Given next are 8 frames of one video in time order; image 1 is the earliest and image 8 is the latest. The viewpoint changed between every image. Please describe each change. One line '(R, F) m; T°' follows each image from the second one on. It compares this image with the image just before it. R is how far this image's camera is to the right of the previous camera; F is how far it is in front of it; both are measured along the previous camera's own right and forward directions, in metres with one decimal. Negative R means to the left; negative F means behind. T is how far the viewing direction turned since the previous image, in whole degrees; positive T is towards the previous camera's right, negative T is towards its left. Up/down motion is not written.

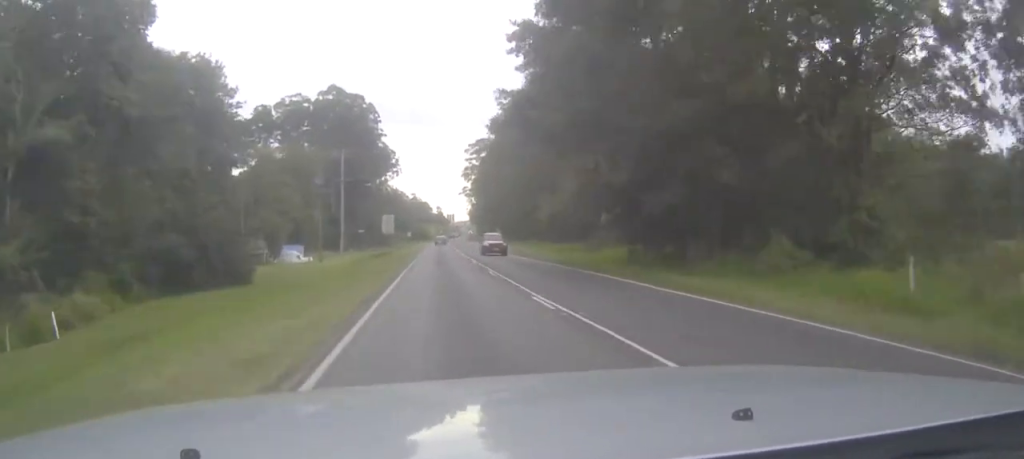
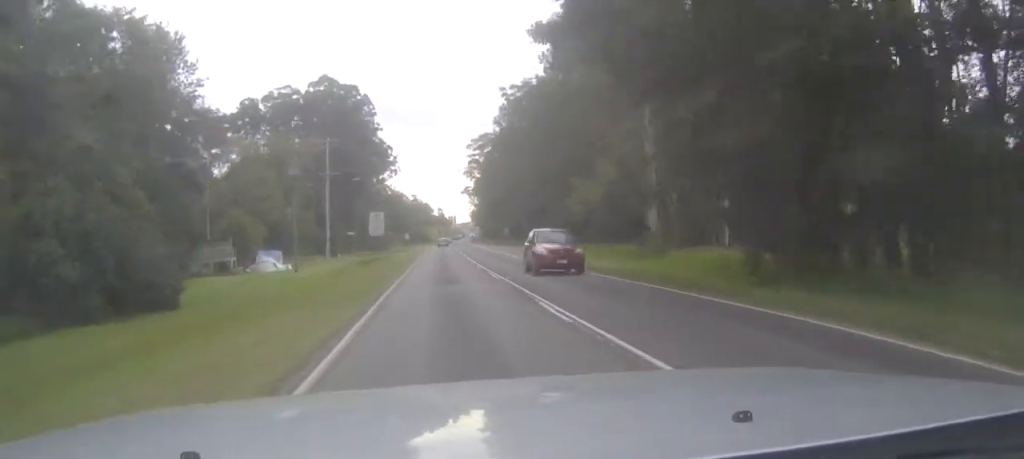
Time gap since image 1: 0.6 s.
(0.0, +13.8) m; 0°
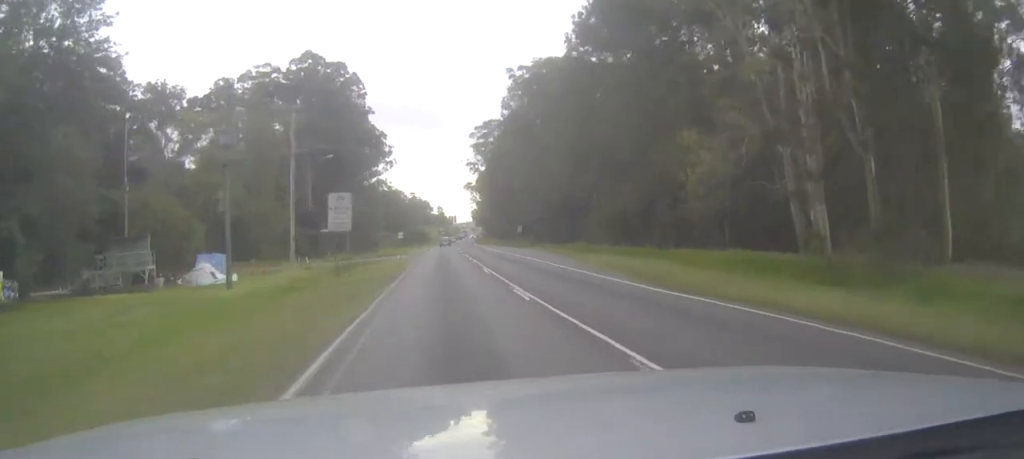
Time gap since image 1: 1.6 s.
(0.0, +21.0) m; 0°
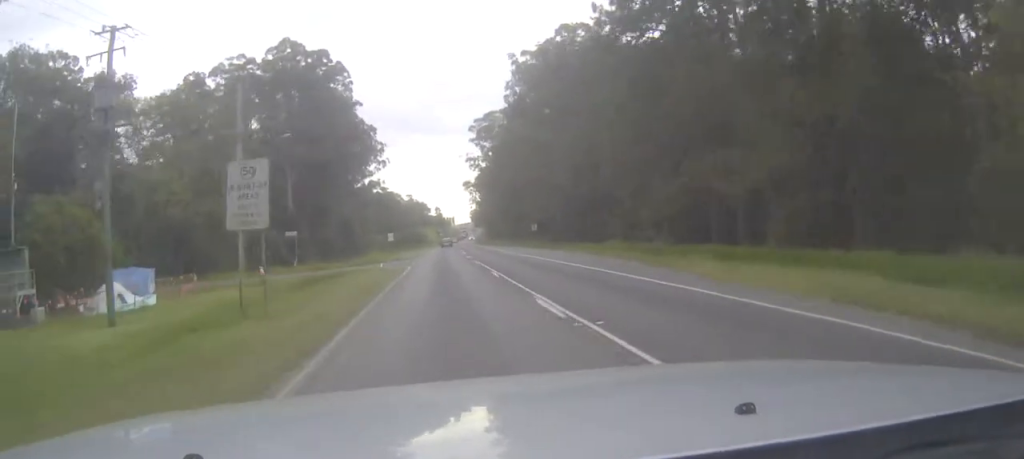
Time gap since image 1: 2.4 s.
(0.0, +16.5) m; 0°
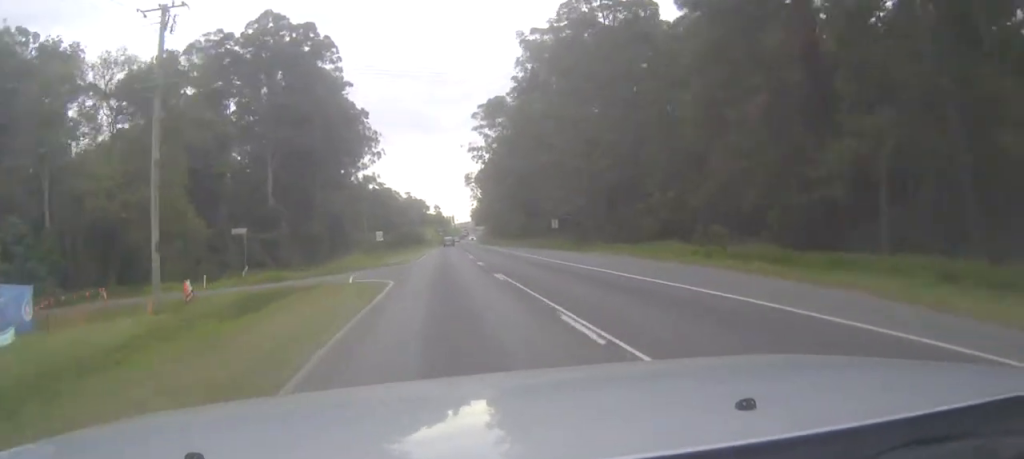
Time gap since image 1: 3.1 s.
(0.0, +15.0) m; 0°
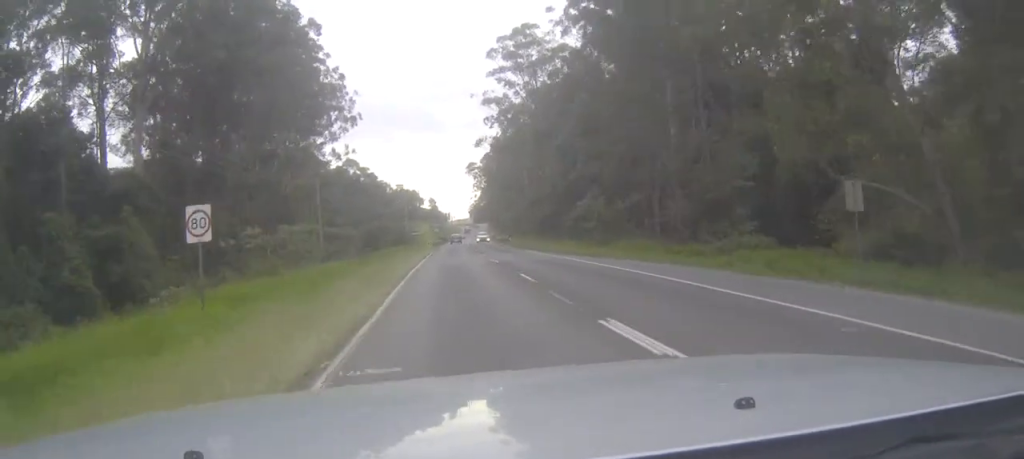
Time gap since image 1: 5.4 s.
(+0.1, +50.4) m; +1°
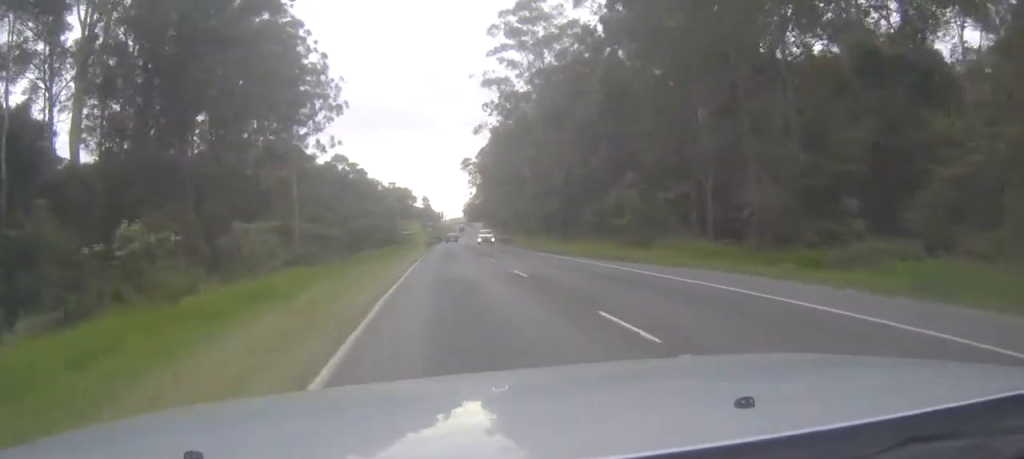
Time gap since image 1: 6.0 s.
(0.0, +11.3) m; 0°
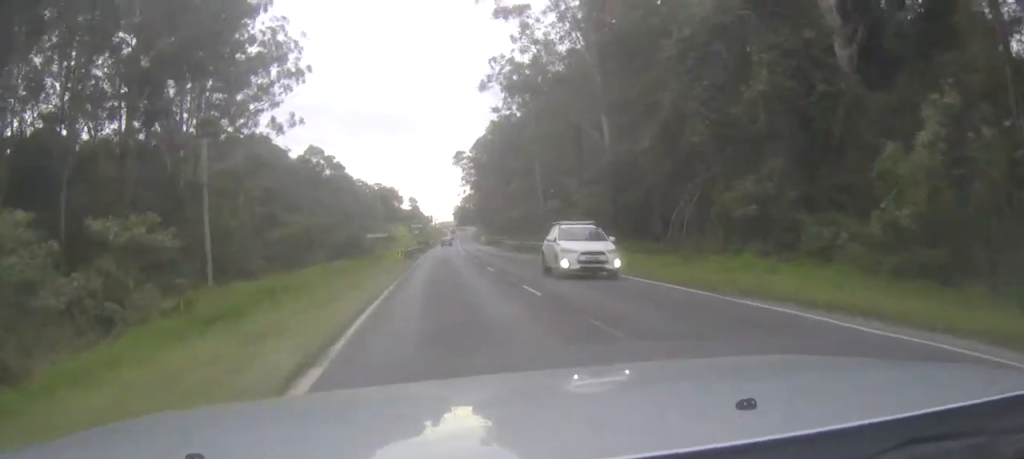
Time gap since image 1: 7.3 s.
(+0.2, +28.3) m; 0°
